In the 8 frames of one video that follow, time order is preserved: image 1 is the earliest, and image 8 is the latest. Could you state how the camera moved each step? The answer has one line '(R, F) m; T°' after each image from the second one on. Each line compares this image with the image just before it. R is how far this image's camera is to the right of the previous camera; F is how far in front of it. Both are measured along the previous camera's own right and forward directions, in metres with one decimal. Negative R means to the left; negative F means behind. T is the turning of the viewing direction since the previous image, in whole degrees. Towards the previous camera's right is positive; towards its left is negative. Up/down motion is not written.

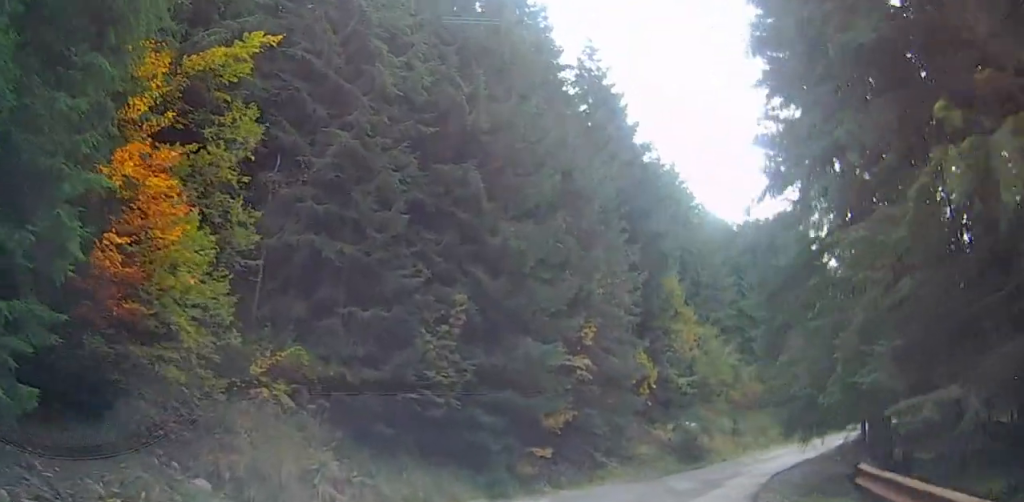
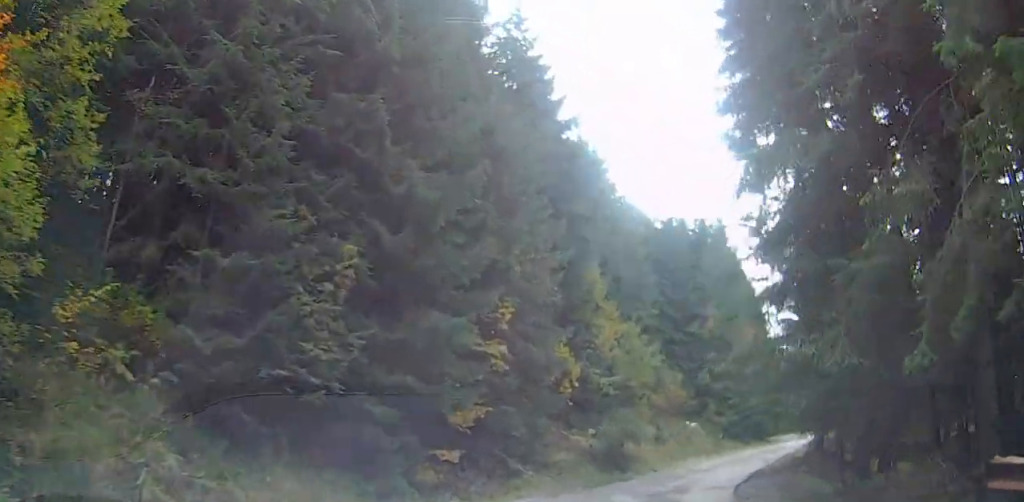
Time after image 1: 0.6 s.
(+0.1, +4.4) m; +4°
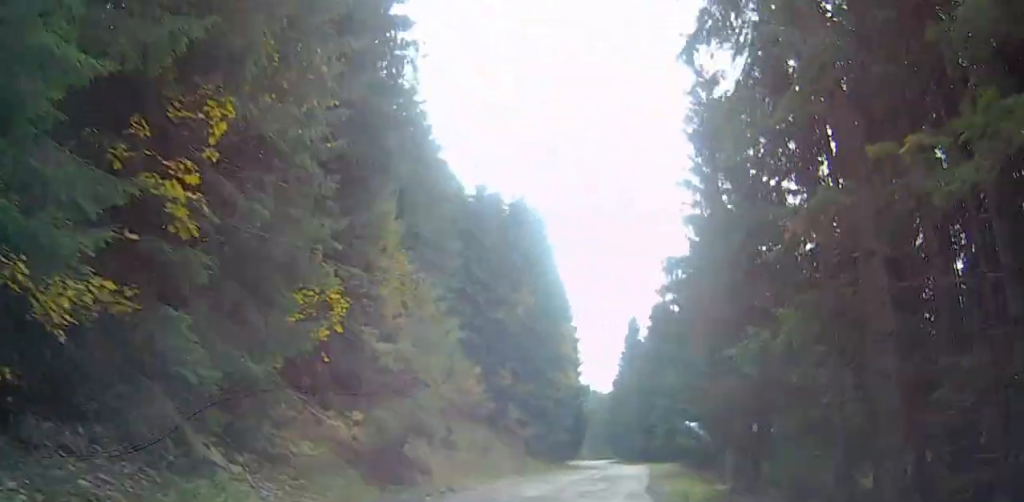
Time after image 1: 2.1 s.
(+1.2, +10.5) m; +17°
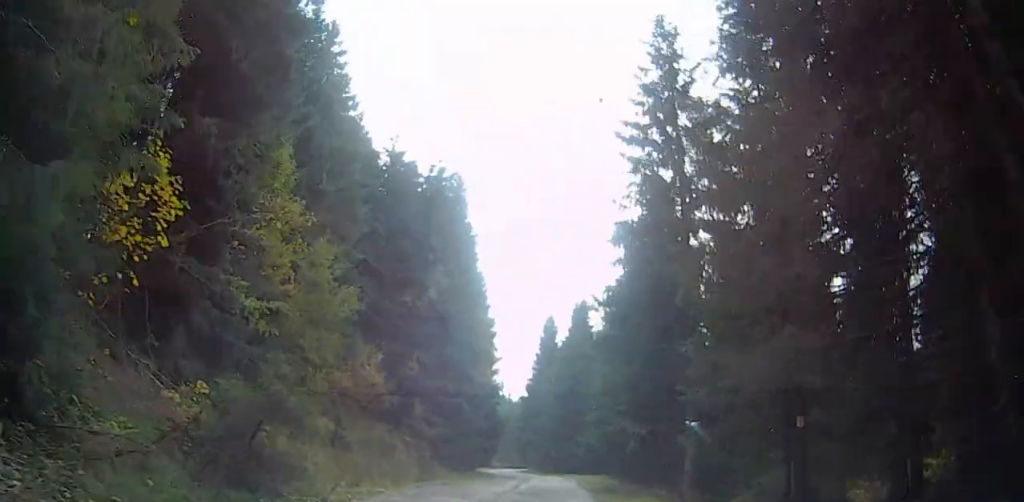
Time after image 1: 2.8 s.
(+0.4, +4.8) m; +7°
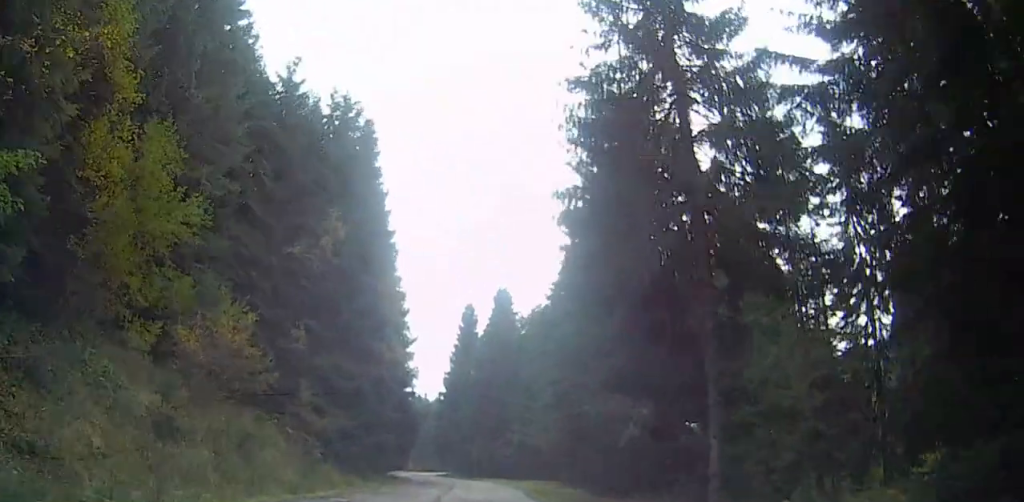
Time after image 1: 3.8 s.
(+0.6, +7.2) m; +9°
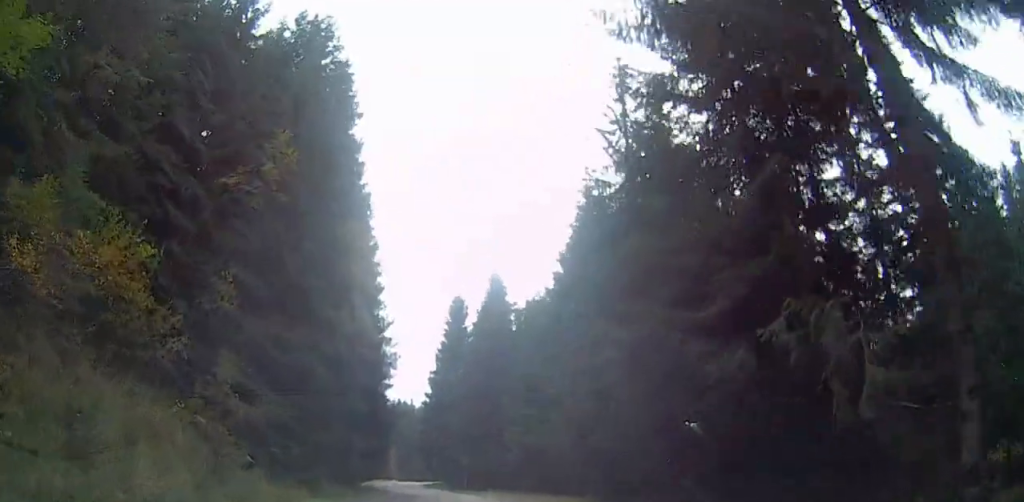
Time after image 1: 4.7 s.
(+0.5, +7.3) m; +3°
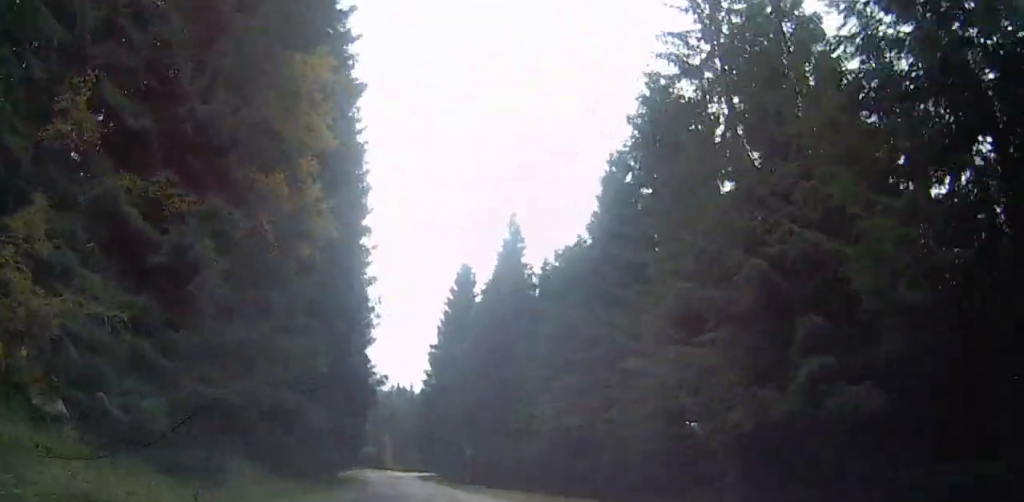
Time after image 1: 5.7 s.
(-0.1, +9.8) m; -4°
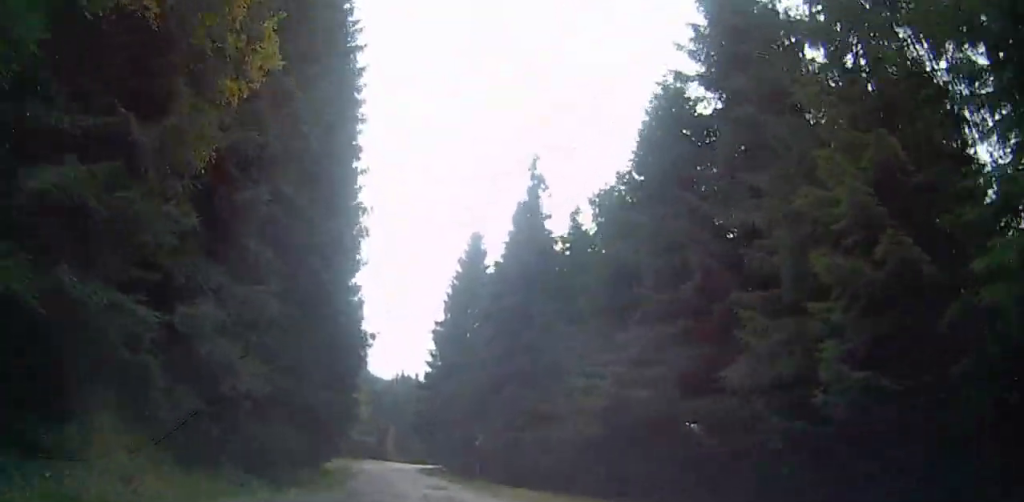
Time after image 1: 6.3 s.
(-0.6, +6.7) m; -3°
